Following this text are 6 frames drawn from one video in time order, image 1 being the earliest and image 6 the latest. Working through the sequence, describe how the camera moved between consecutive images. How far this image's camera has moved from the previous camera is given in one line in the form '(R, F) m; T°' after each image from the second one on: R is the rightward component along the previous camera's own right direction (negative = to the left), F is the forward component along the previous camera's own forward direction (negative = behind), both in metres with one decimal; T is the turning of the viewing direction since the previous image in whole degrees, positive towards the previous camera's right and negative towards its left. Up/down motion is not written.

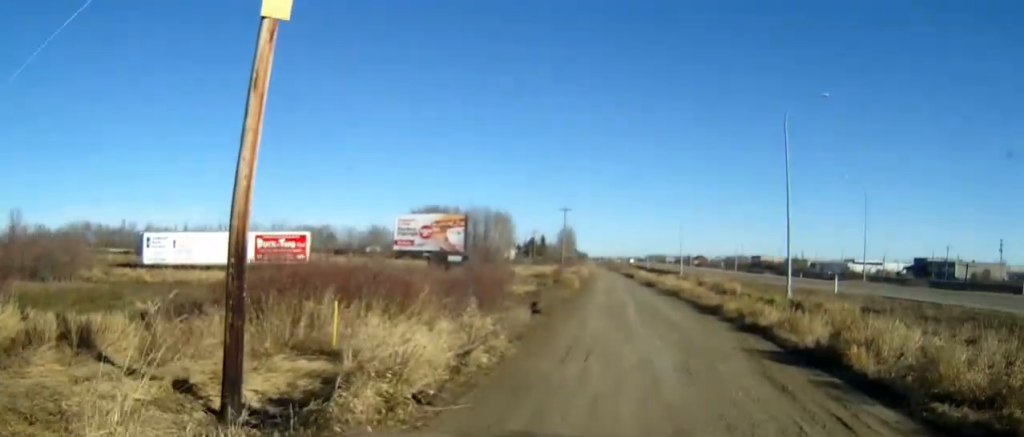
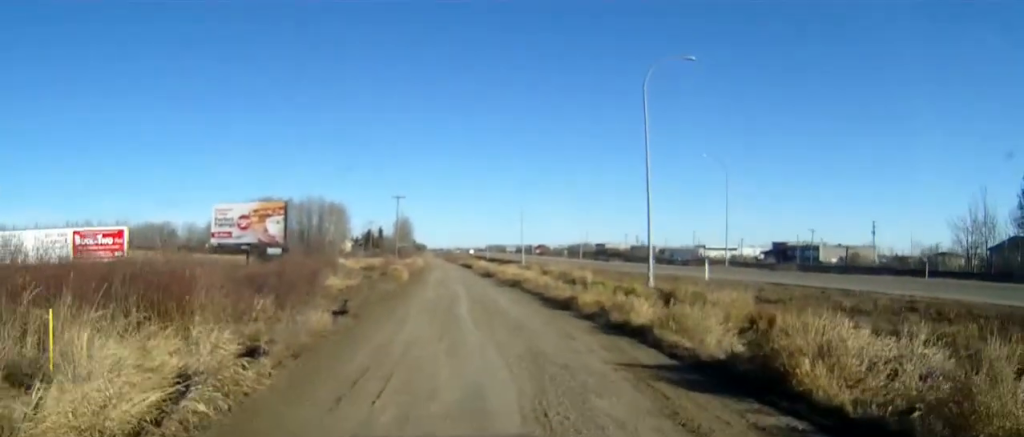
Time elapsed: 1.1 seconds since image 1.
(+0.7, +4.2) m; +11°
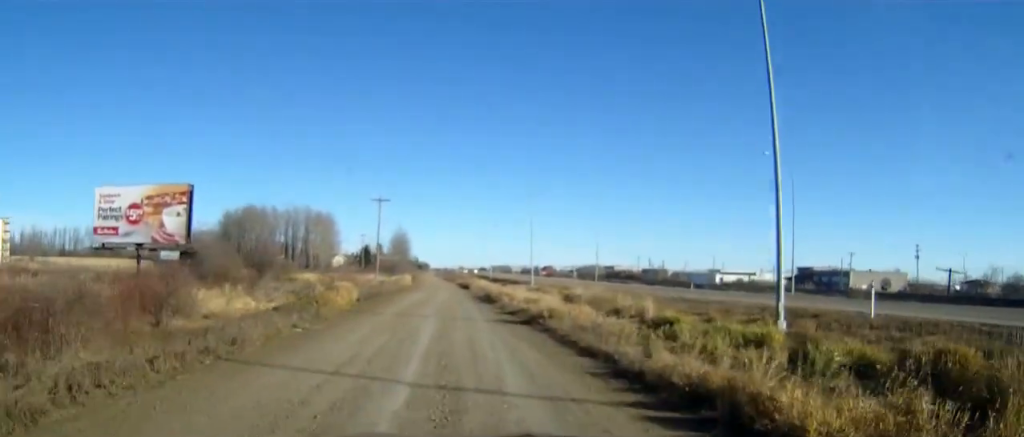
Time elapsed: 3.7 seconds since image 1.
(+0.1, +16.2) m; -1°
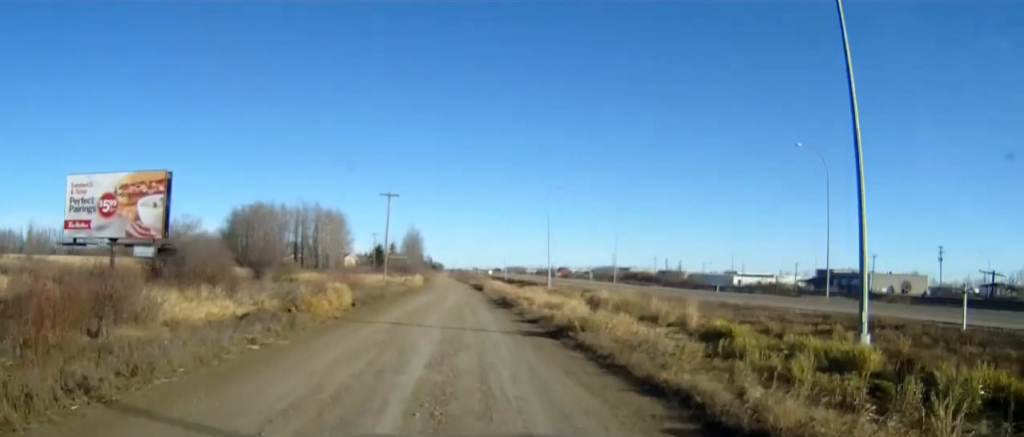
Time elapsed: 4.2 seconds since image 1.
(0.0, +4.2) m; -1°
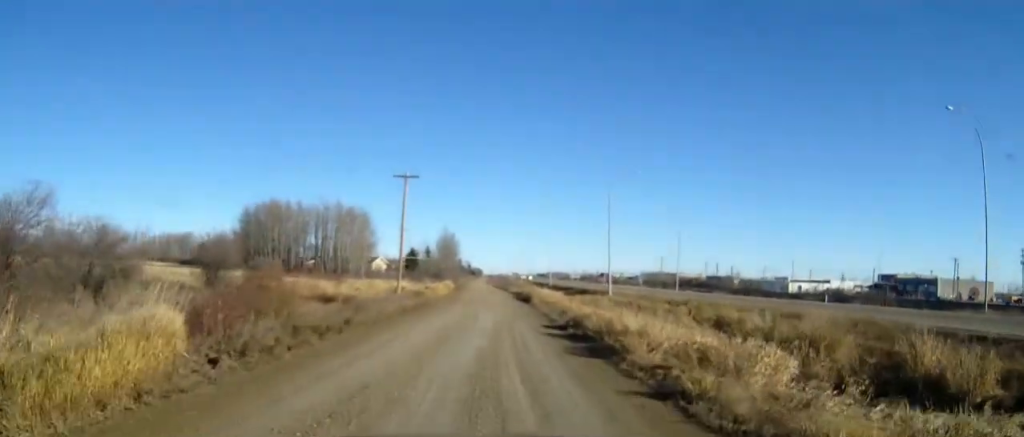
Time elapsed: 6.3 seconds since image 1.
(-0.6, +17.5) m; -3°
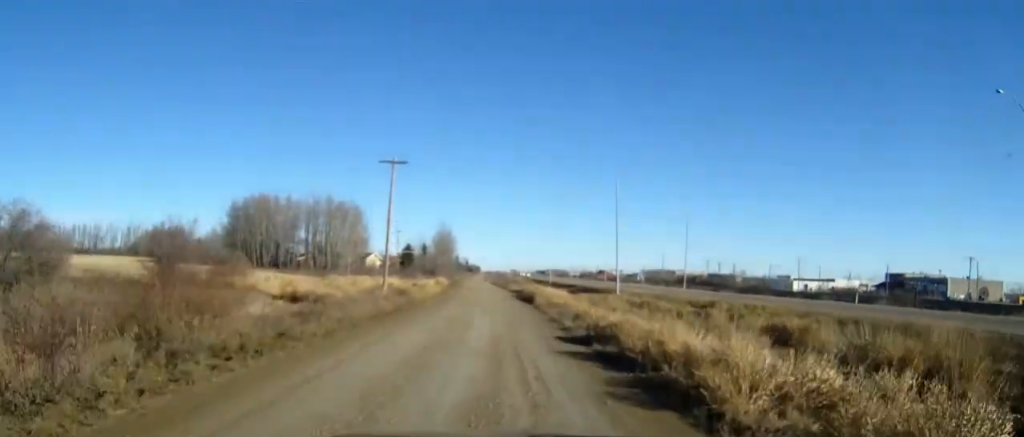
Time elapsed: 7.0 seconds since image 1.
(0.0, +6.0) m; 0°
